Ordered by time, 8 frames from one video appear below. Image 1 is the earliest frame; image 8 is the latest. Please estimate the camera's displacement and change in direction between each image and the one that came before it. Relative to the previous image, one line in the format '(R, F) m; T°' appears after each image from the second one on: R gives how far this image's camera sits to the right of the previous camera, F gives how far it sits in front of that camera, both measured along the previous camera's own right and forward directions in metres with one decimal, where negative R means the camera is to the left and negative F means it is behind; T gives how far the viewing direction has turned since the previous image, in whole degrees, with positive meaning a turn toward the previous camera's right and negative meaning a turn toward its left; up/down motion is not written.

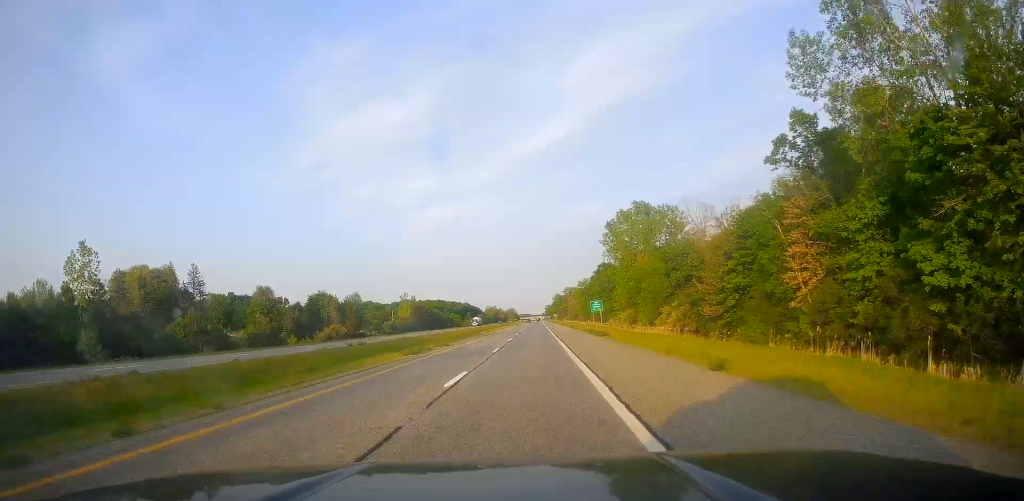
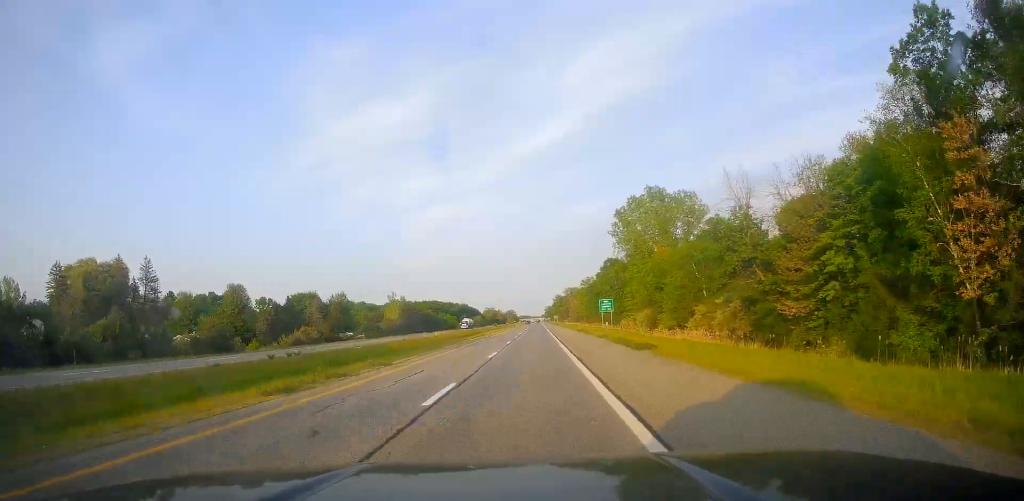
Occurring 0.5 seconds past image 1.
(-0.2, +17.9) m; 0°
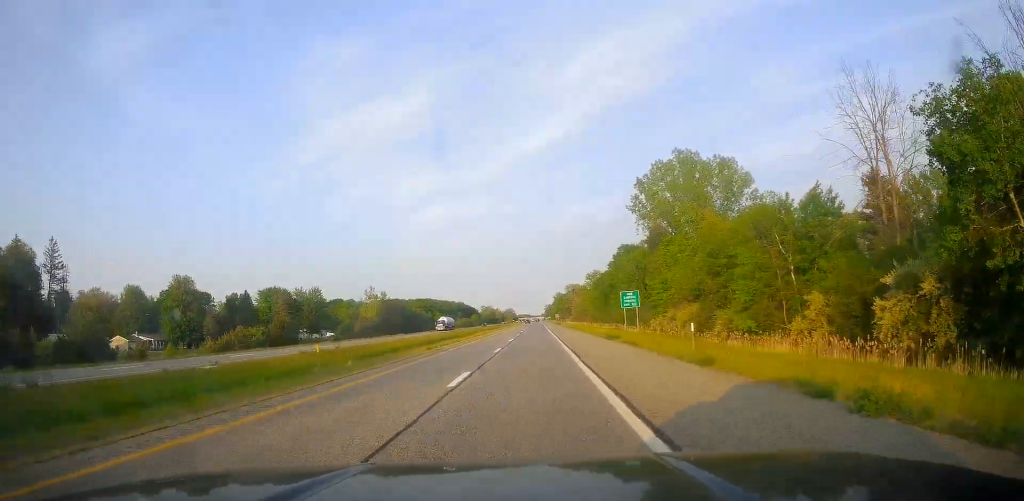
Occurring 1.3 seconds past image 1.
(-0.1, +27.5) m; 0°
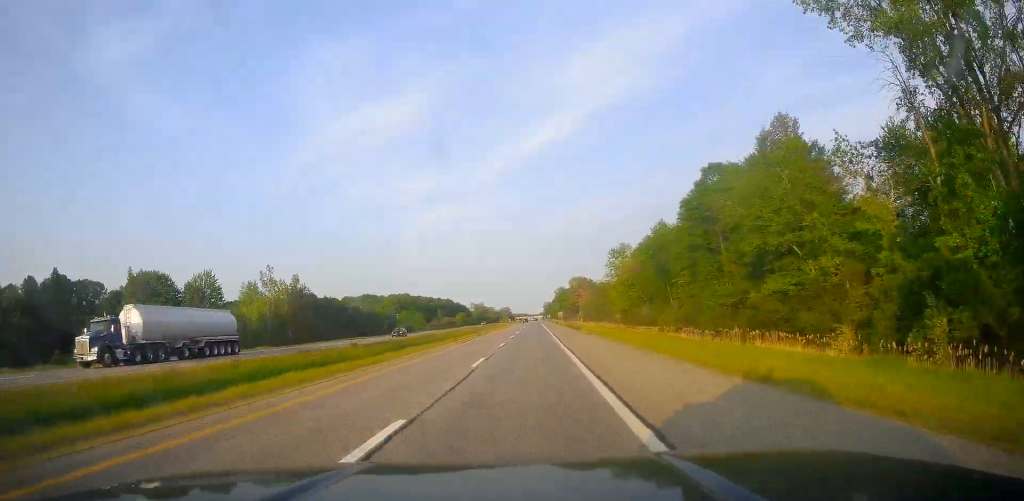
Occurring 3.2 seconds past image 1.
(0.0, +70.6) m; 0°
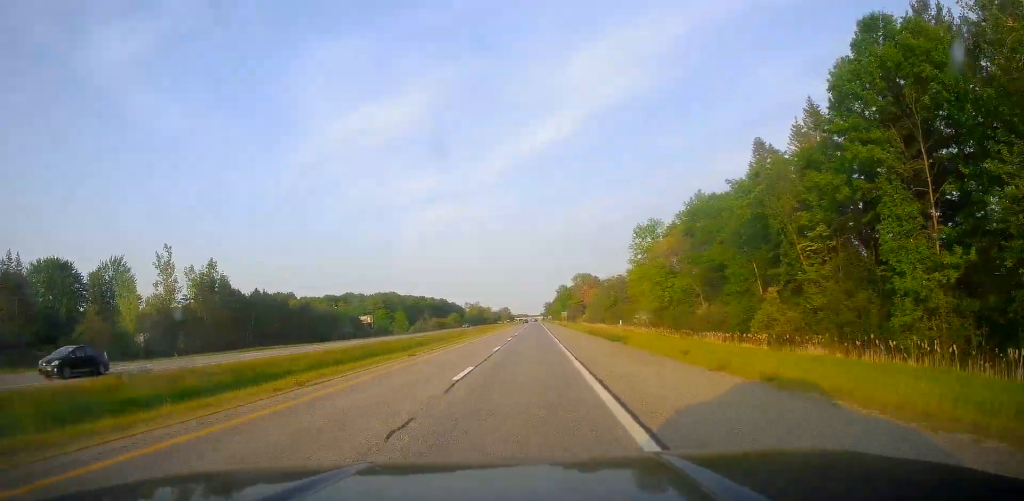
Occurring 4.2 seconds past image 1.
(0.0, +34.7) m; 0°
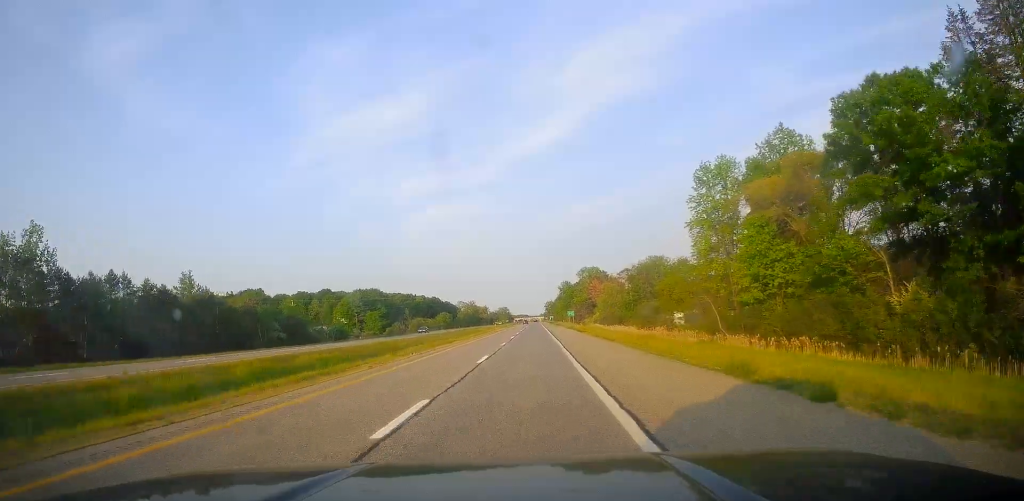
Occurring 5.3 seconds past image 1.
(0.0, +39.6) m; +1°
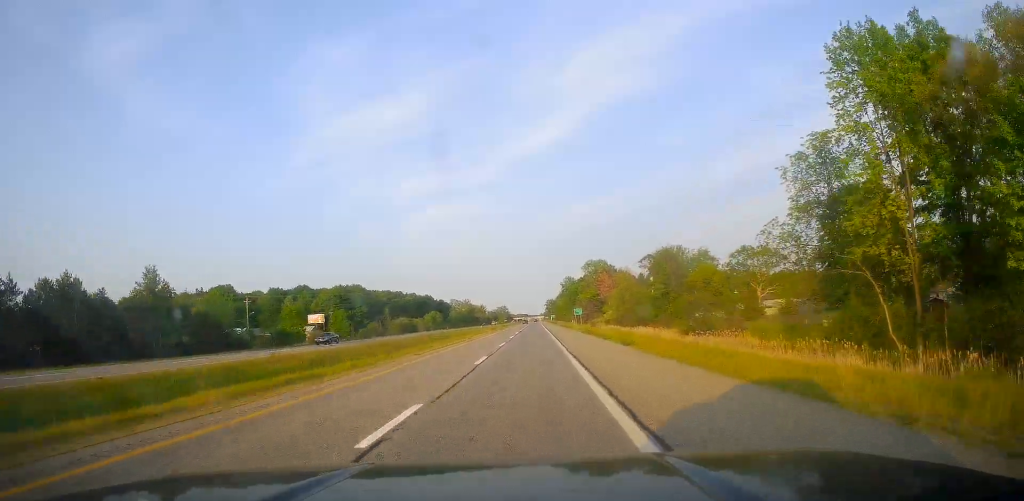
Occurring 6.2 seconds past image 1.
(+0.3, +31.2) m; 0°
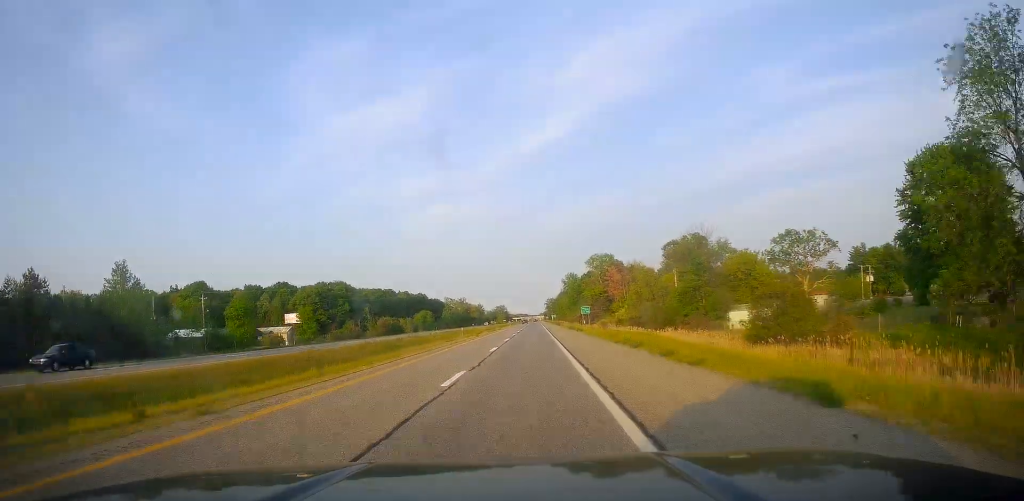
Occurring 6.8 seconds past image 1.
(+0.2, +22.8) m; 0°
